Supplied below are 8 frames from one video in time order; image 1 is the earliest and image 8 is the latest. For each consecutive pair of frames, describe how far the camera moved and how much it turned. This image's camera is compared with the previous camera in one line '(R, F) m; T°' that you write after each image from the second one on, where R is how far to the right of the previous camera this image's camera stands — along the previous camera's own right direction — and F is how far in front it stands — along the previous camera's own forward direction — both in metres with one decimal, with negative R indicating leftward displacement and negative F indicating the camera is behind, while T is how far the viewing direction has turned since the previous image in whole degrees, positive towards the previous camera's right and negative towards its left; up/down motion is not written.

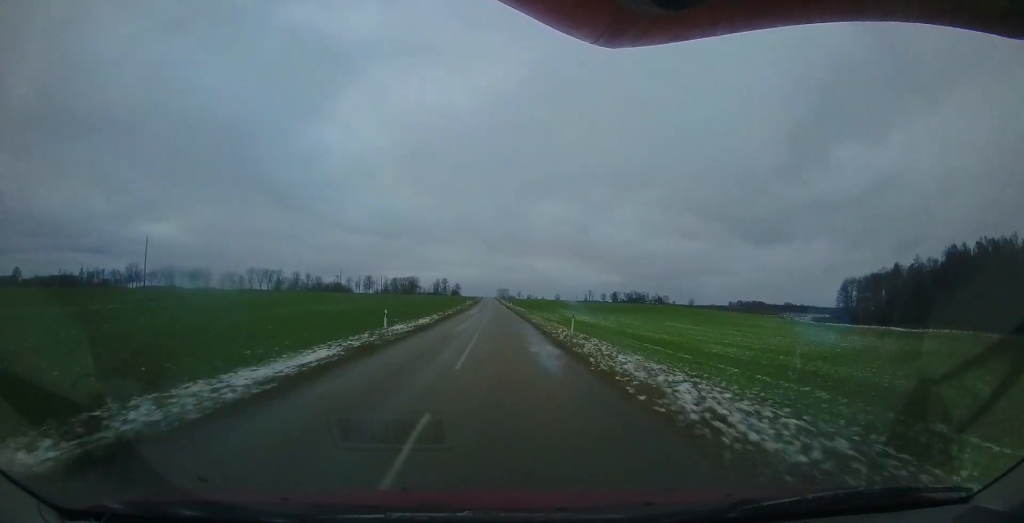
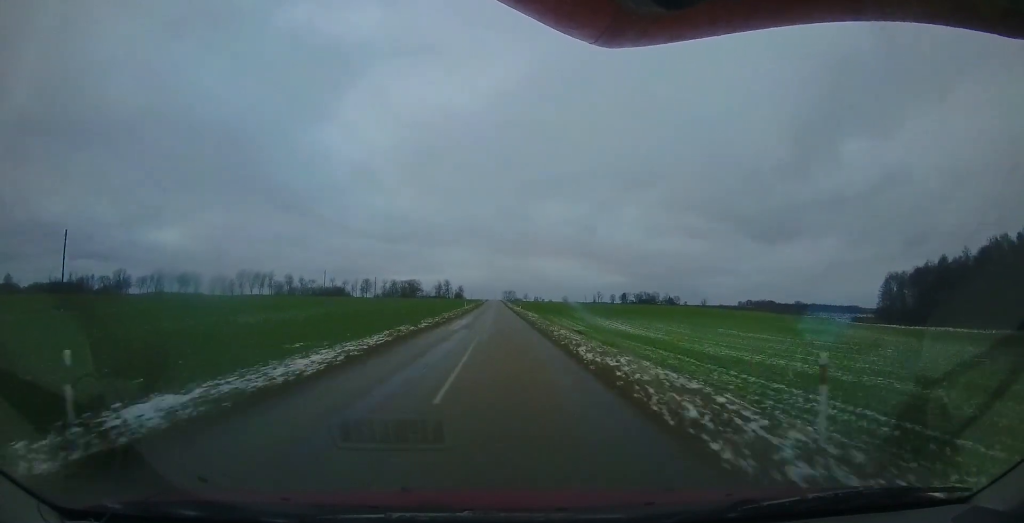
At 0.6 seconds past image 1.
(-0.3, +14.5) m; -2°
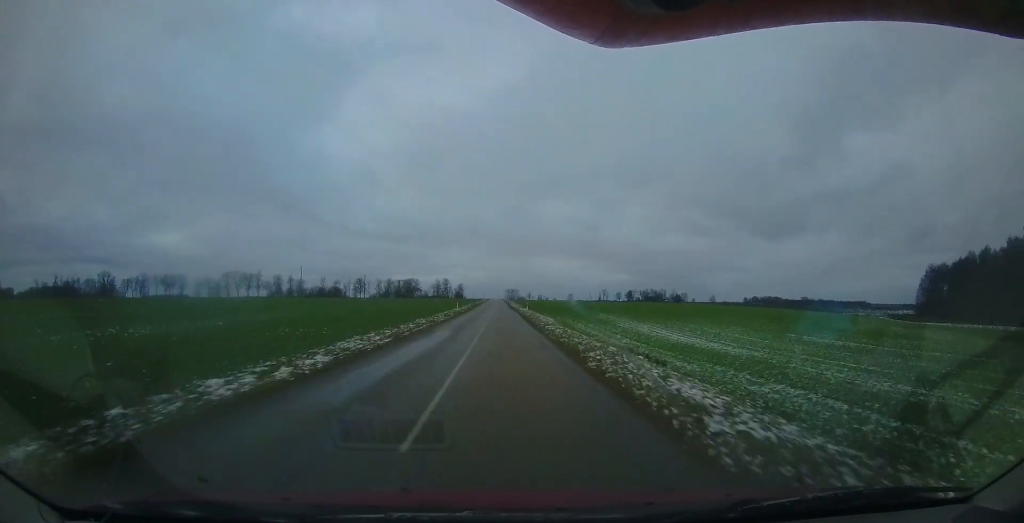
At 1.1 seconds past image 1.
(-0.1, +13.6) m; -2°
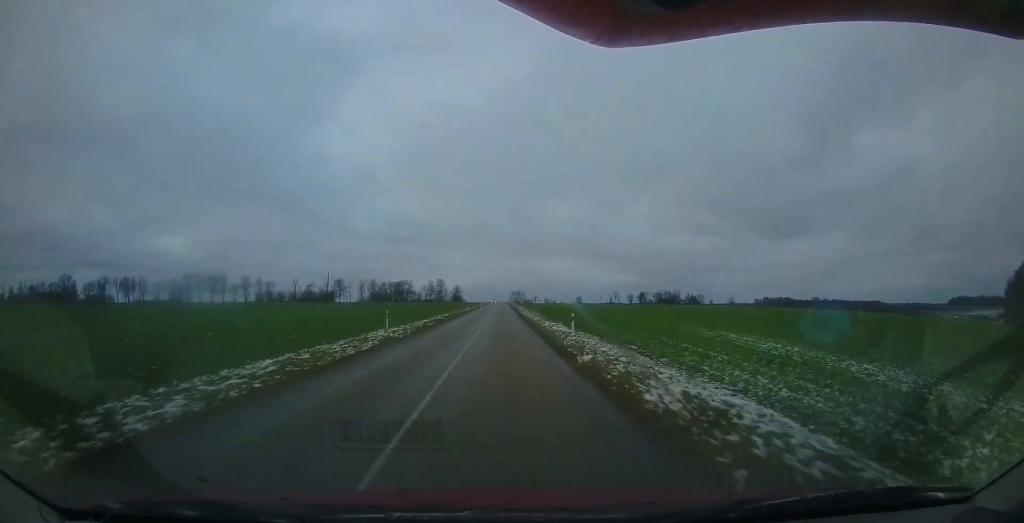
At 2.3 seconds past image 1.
(-1.1, +30.9) m; -1°
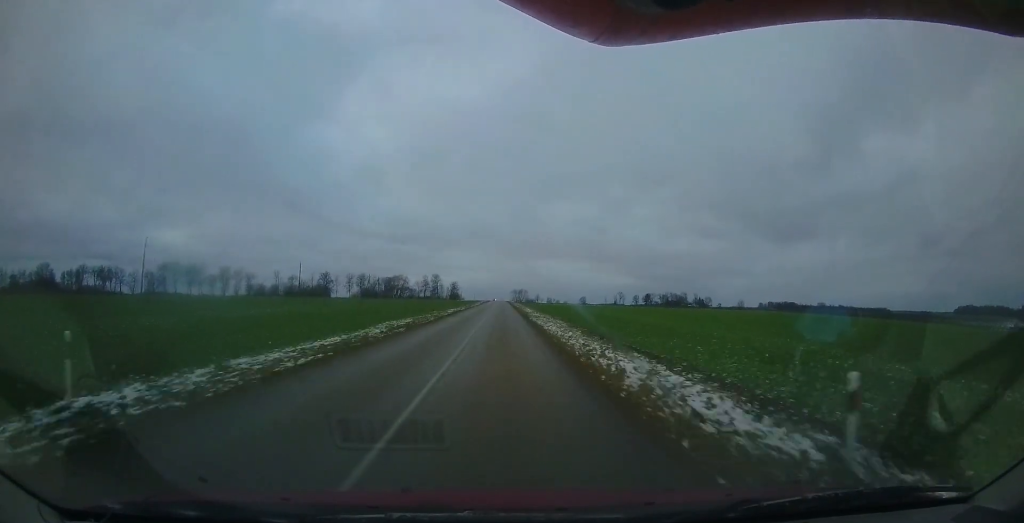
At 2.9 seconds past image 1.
(+0.1, +15.6) m; +1°
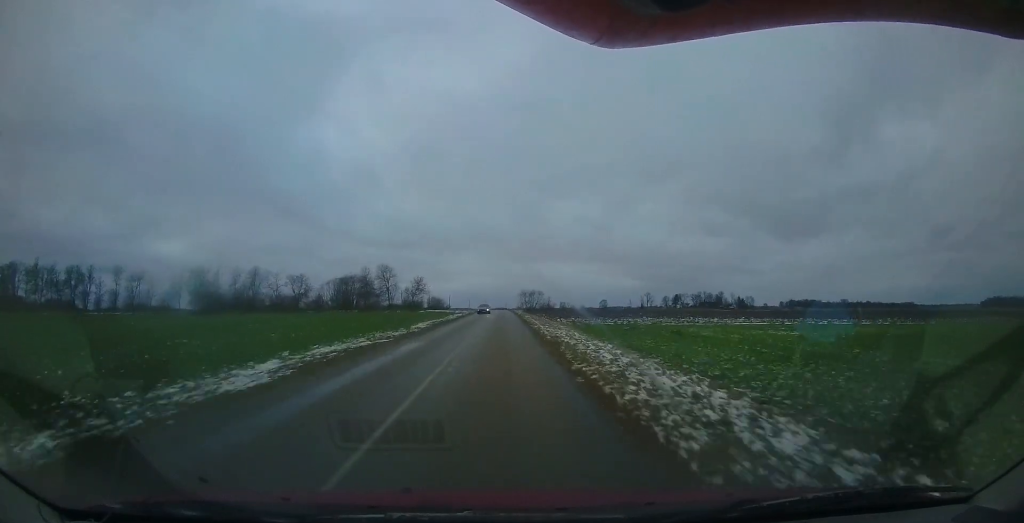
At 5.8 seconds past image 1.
(-1.1, +74.9) m; -2°
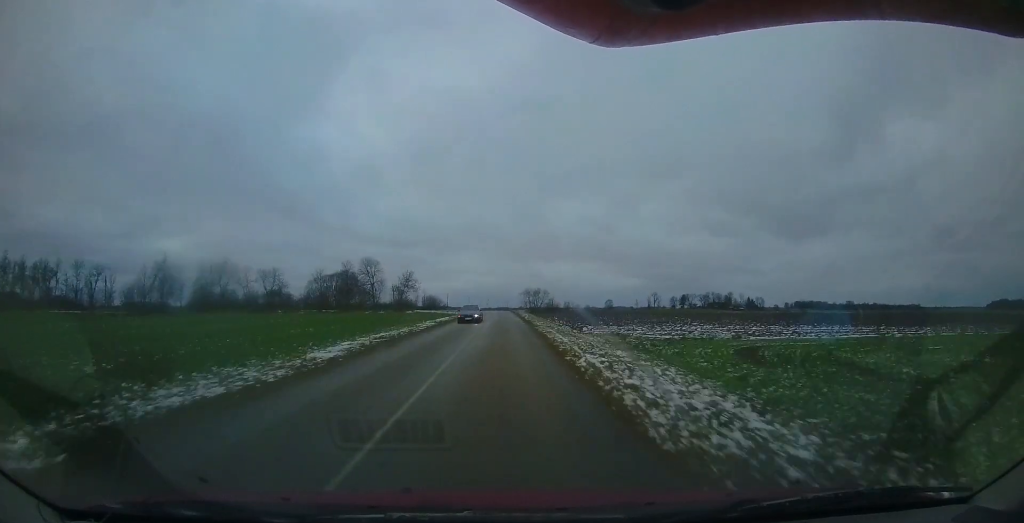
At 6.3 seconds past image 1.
(-0.2, +12.7) m; 0°
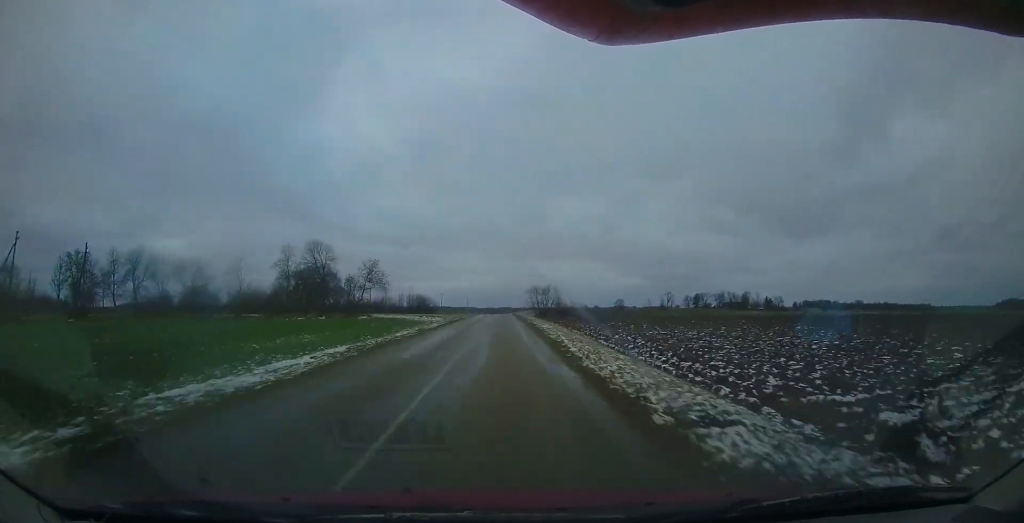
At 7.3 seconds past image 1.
(-0.4, +24.5) m; 0°
